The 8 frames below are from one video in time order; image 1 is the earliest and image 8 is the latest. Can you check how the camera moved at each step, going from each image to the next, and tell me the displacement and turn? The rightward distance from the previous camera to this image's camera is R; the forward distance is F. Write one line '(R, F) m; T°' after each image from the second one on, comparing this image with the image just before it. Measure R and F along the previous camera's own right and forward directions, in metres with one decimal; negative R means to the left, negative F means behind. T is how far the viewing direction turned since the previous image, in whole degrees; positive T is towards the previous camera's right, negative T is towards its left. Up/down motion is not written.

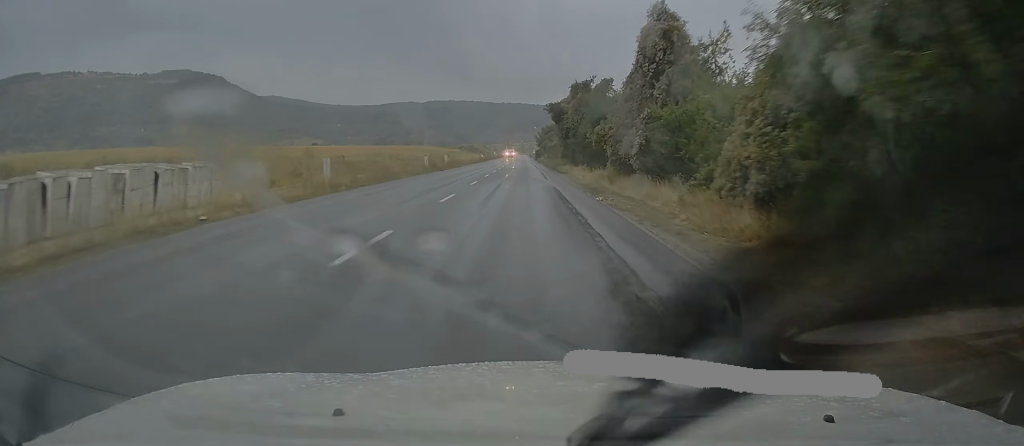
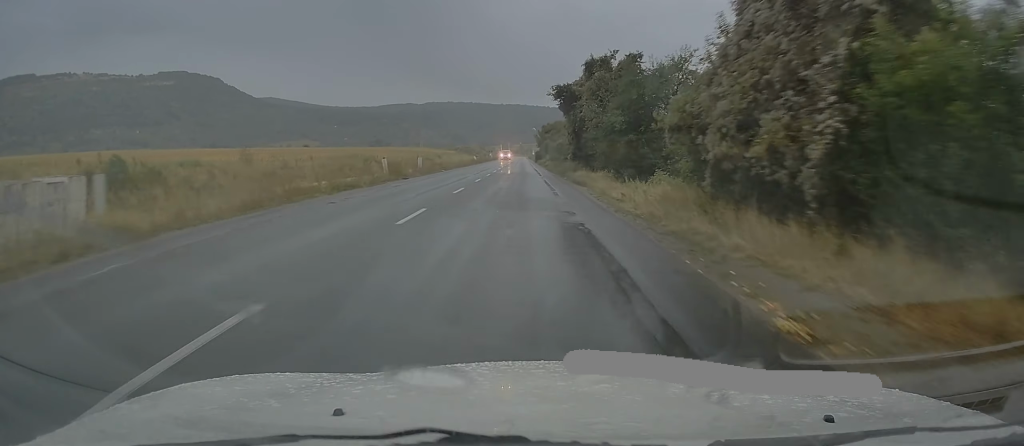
(0.0, +13.9) m; 0°
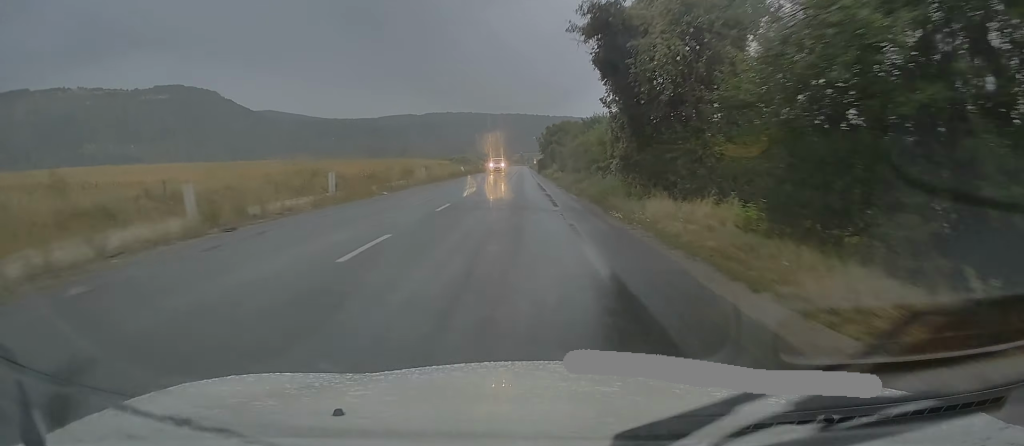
(+0.1, +21.0) m; 0°
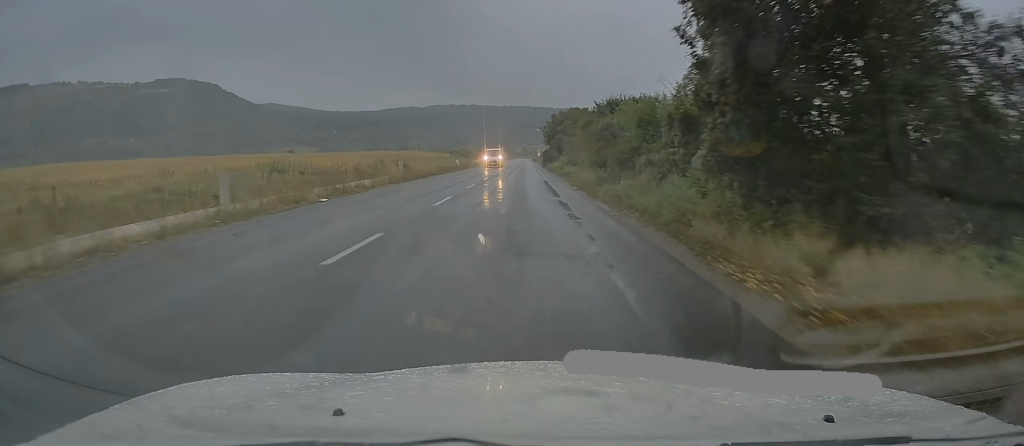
(0.0, +9.6) m; 0°
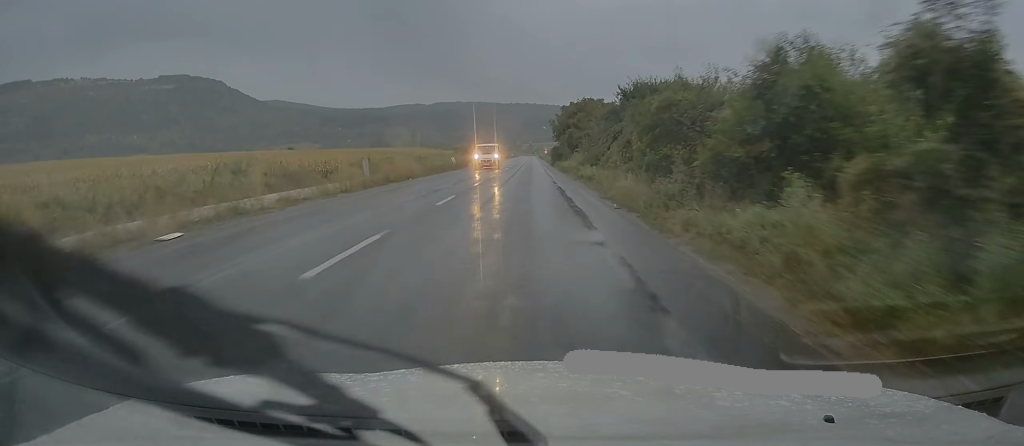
(-0.1, +9.6) m; 0°
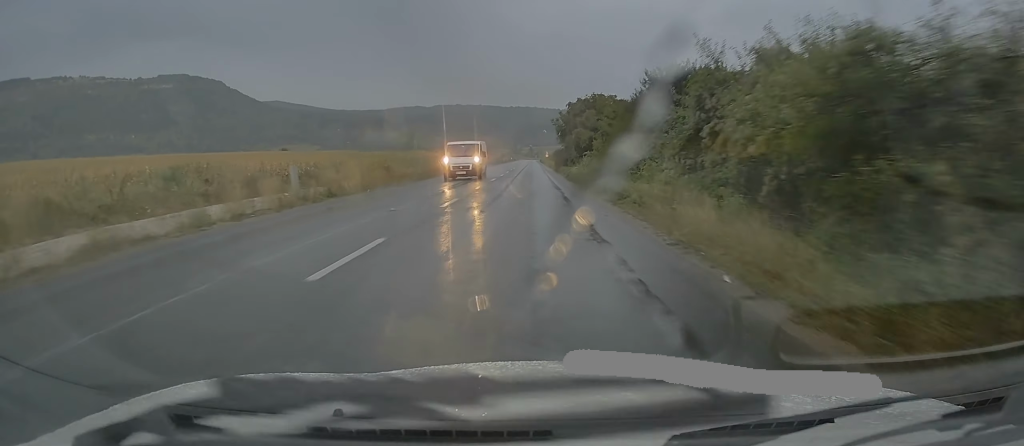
(0.0, +9.0) m; 0°
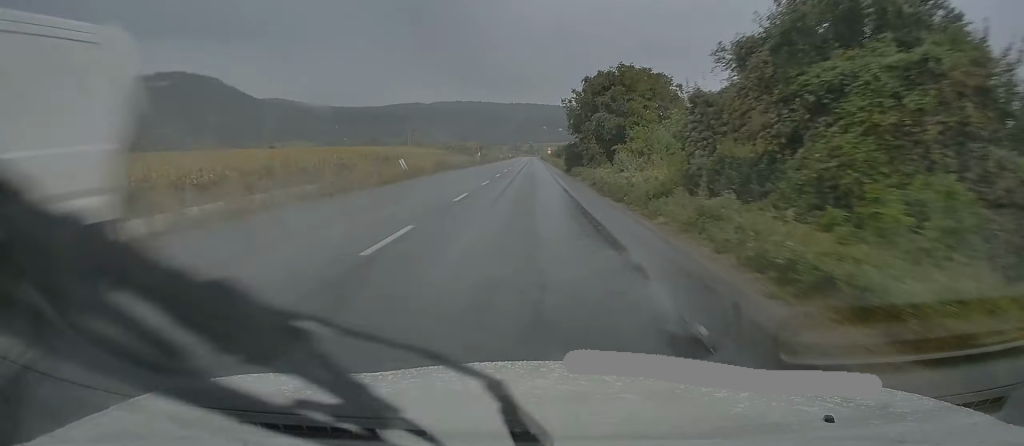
(+0.1, +16.7) m; -1°
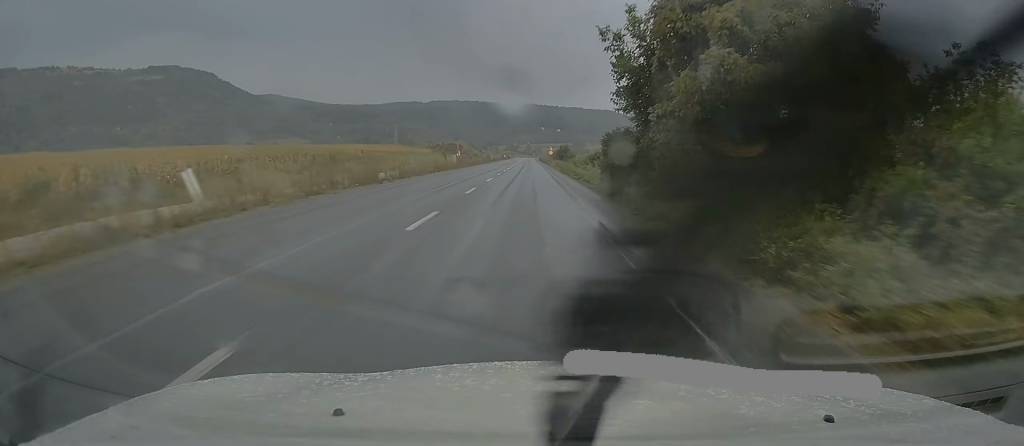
(-0.3, +24.7) m; 0°
